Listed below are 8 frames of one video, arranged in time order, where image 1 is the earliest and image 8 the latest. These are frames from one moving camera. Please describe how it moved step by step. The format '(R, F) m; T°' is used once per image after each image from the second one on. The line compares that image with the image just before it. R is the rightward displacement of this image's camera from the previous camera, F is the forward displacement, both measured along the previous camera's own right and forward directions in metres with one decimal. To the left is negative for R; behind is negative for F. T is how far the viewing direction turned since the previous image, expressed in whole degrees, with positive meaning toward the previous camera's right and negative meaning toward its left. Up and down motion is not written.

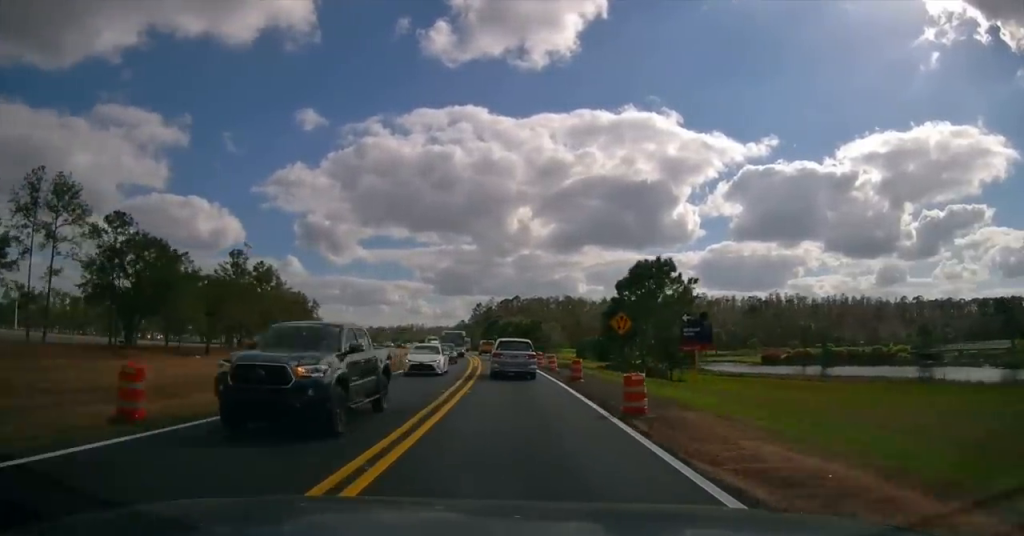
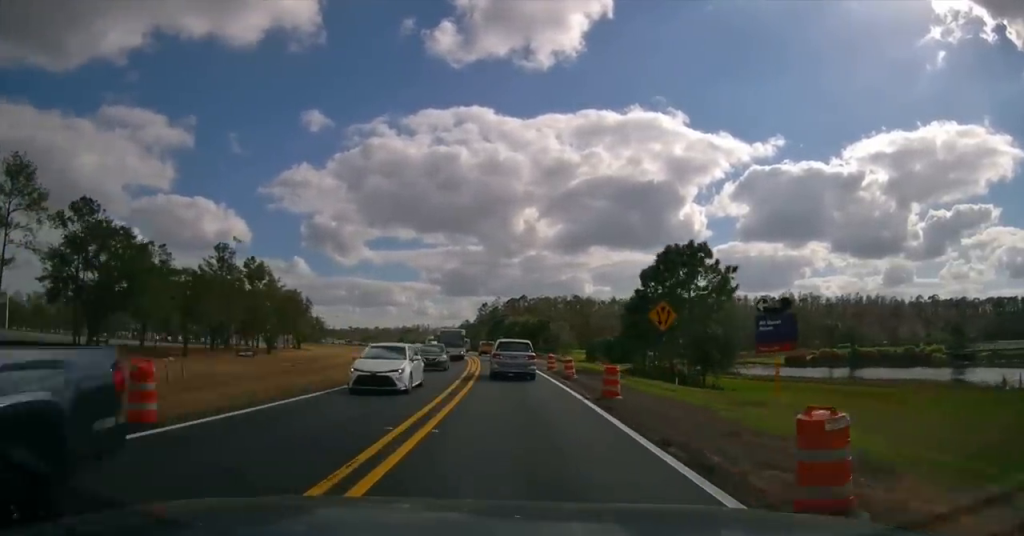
(-0.4, +7.9) m; -1°
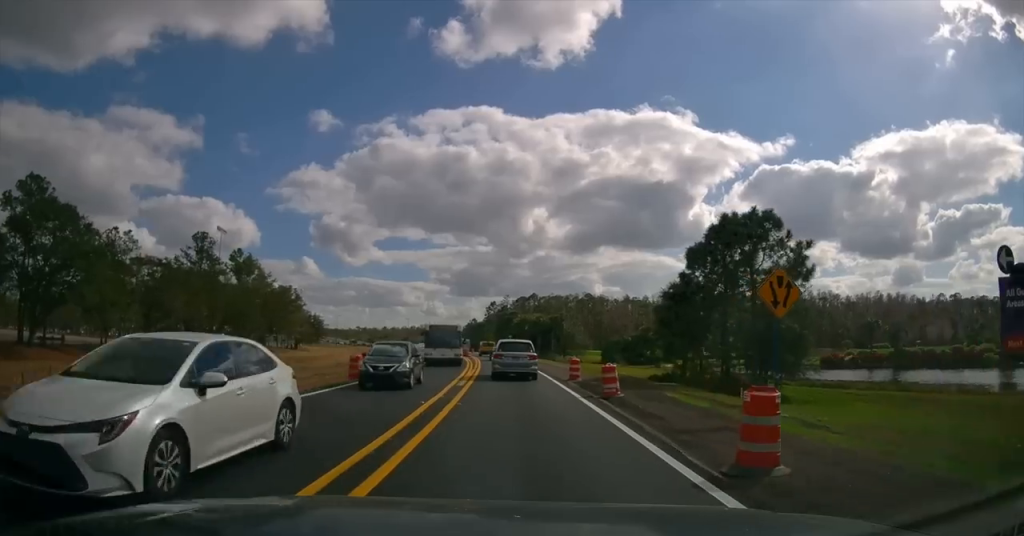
(+0.3, +10.2) m; 0°
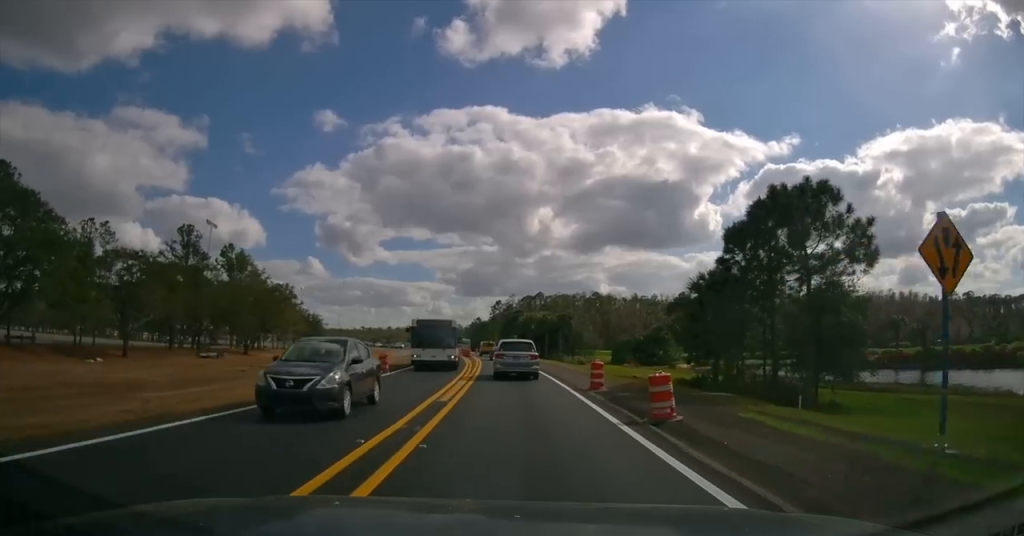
(-0.2, +5.8) m; -1°
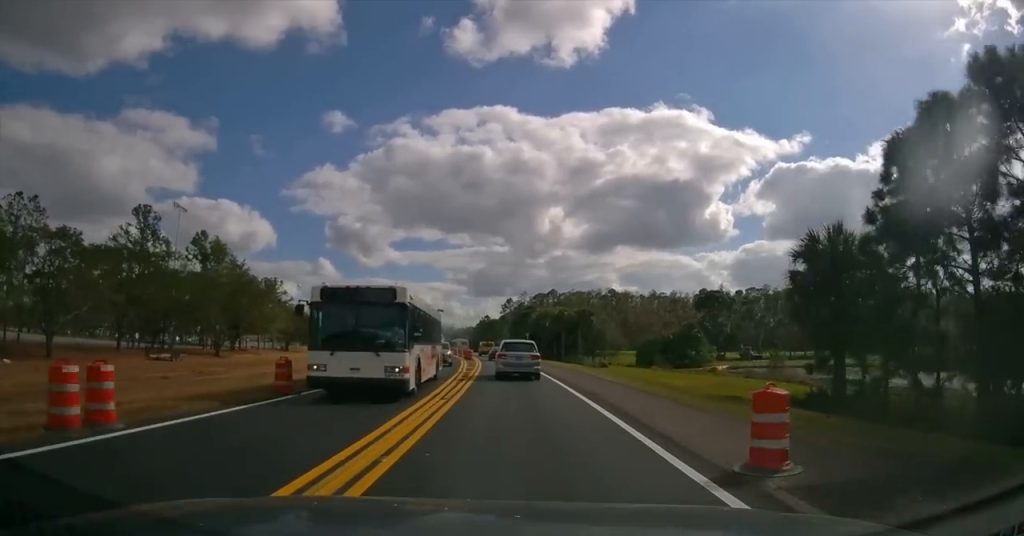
(-0.2, +13.6) m; -3°
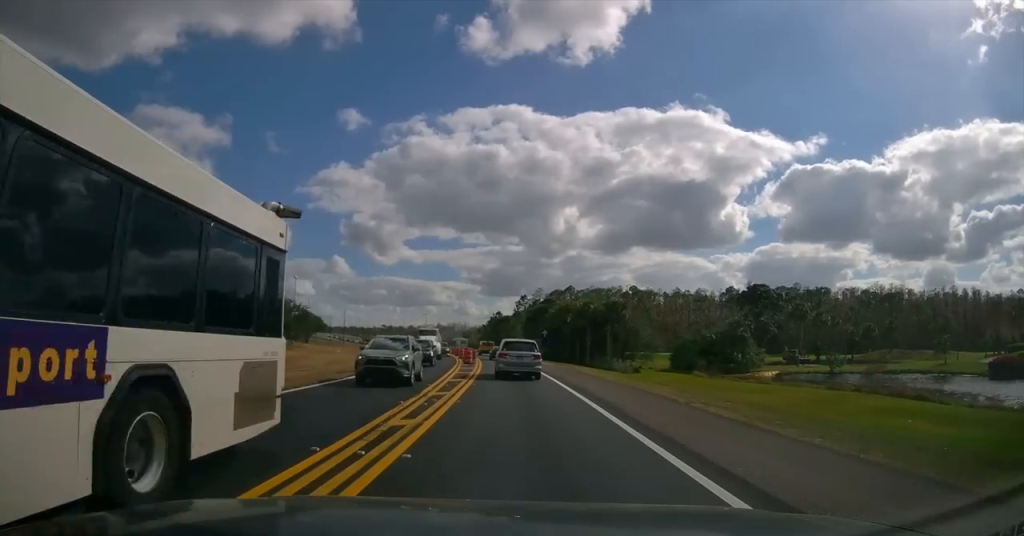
(-0.4, +14.9) m; 0°
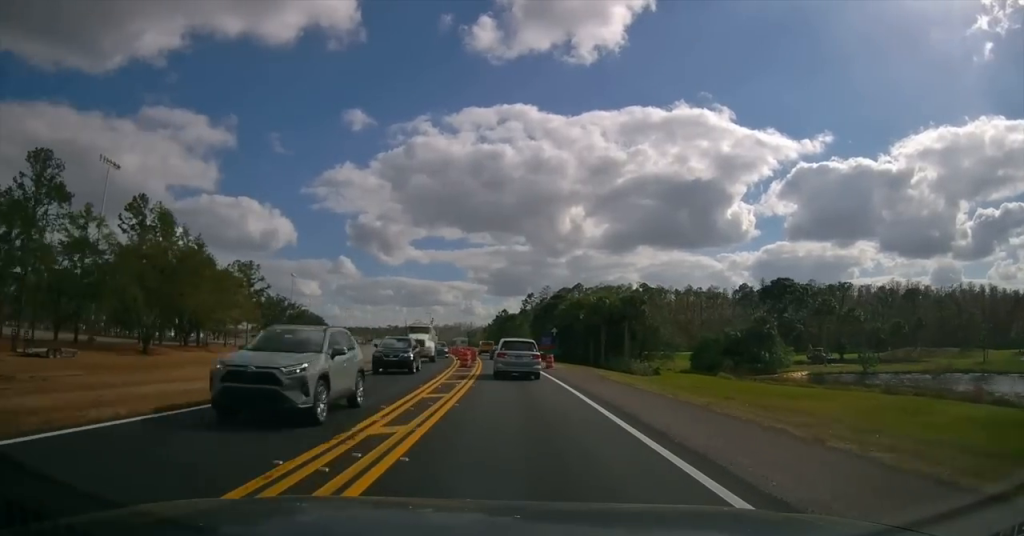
(+0.2, +7.1) m; 0°
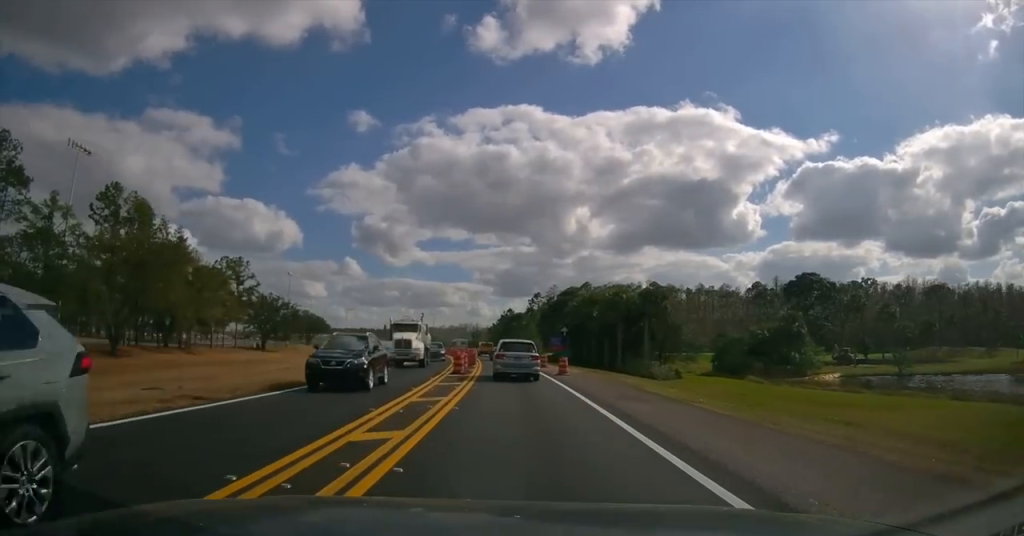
(-0.1, +6.8) m; 0°
